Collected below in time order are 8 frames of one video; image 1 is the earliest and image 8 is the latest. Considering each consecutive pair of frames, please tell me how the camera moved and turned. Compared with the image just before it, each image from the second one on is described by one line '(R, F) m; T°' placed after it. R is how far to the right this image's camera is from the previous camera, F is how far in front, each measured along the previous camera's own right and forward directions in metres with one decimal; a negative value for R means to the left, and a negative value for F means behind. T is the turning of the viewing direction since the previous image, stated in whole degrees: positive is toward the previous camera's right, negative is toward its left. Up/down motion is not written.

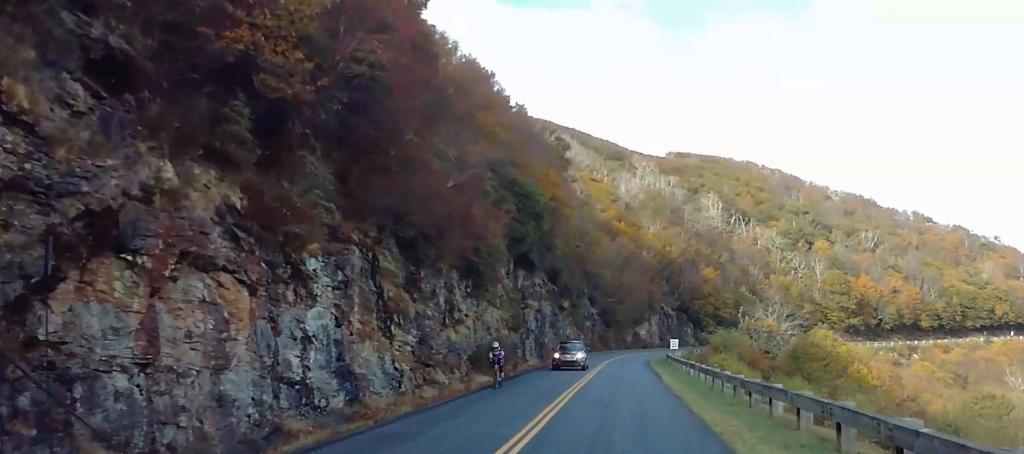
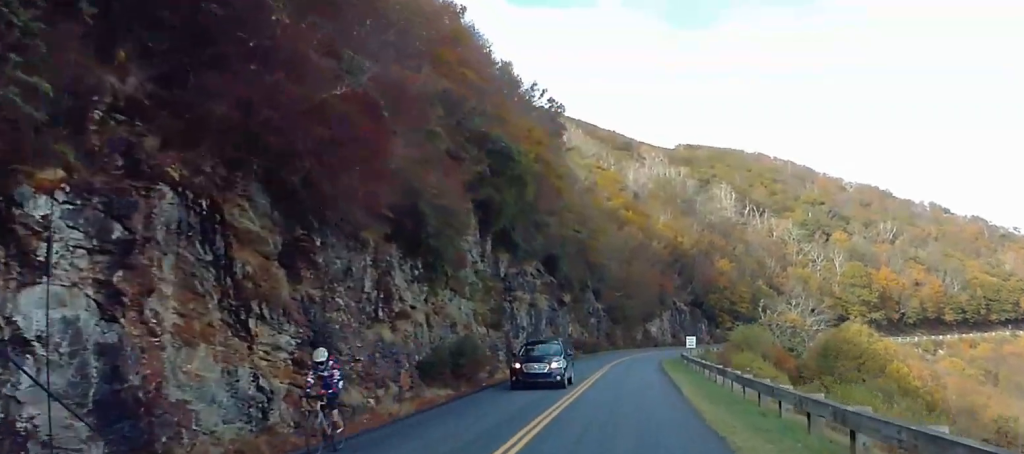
(0.0, +10.2) m; 0°
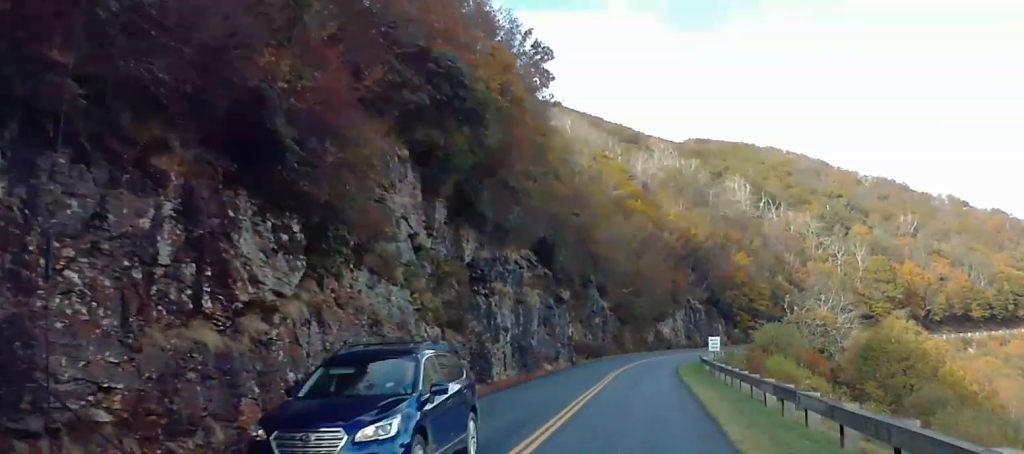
(0.0, +11.0) m; 0°
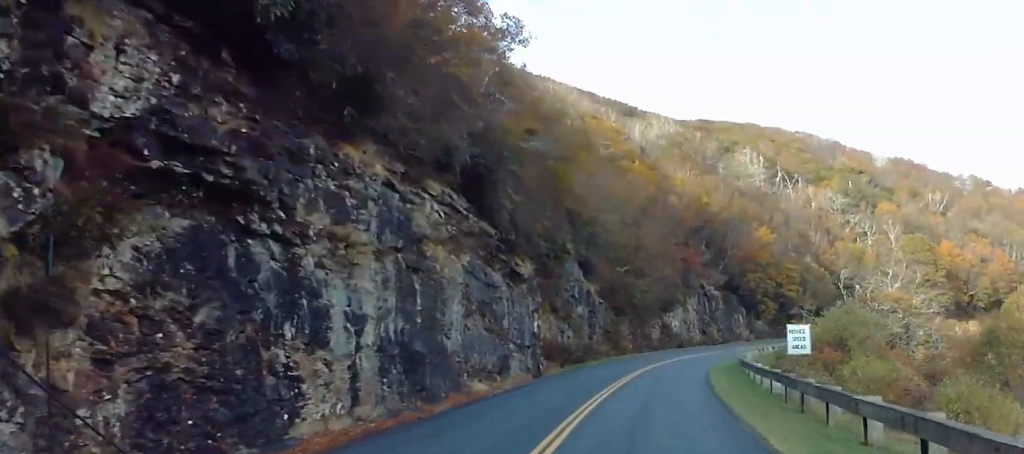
(+0.1, +24.3) m; 0°
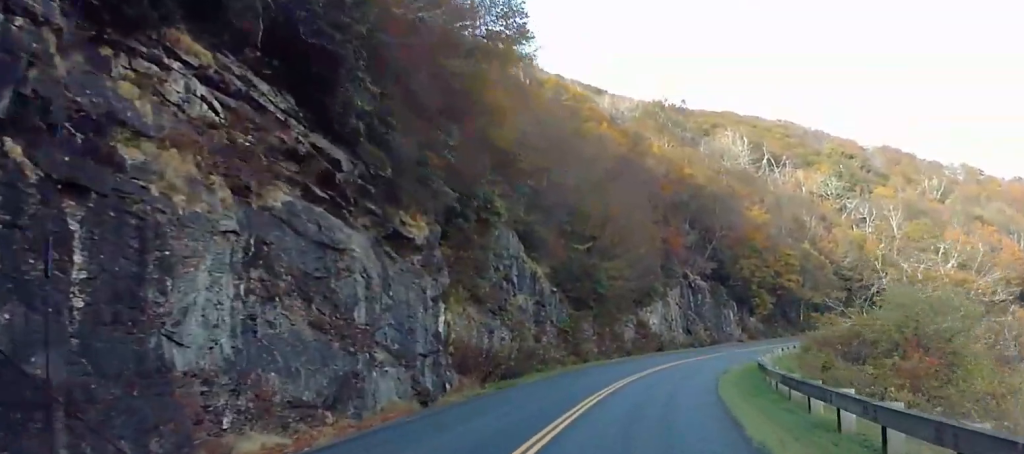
(0.0, +17.1) m; +1°
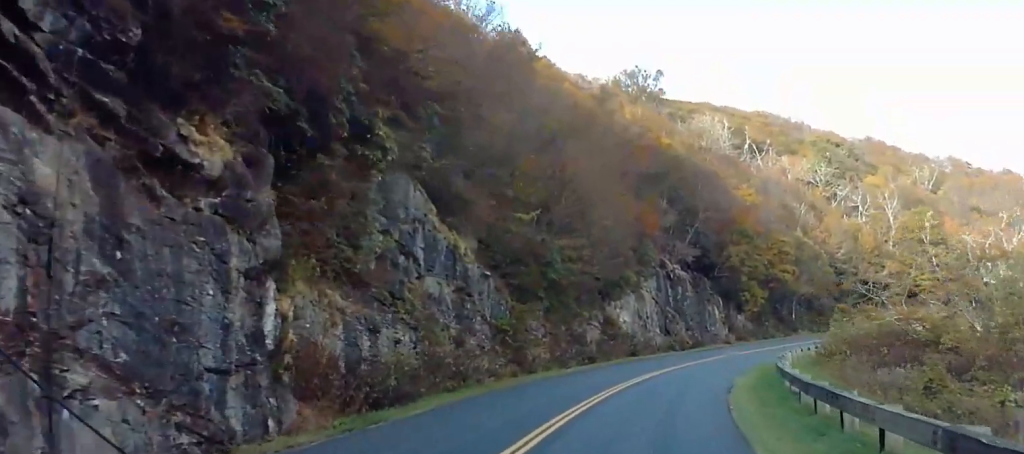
(+0.2, +12.7) m; +2°
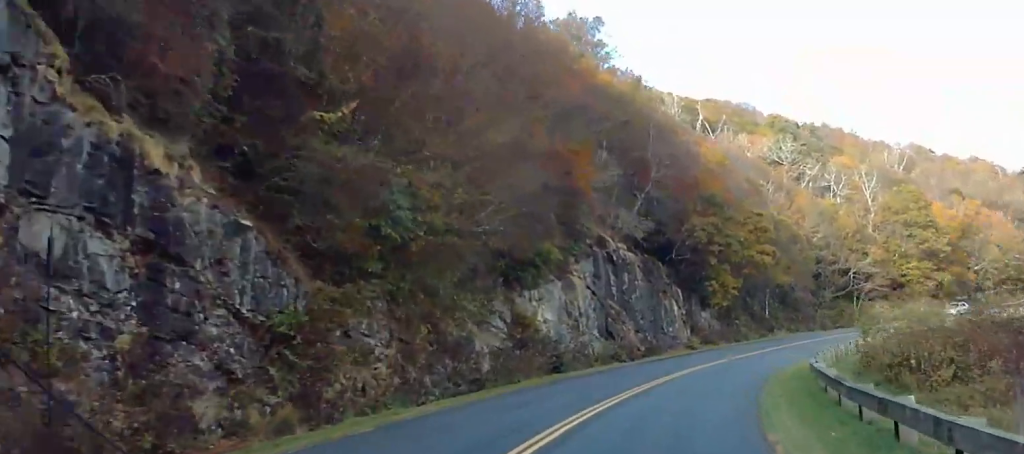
(+0.7, +18.2) m; +4°
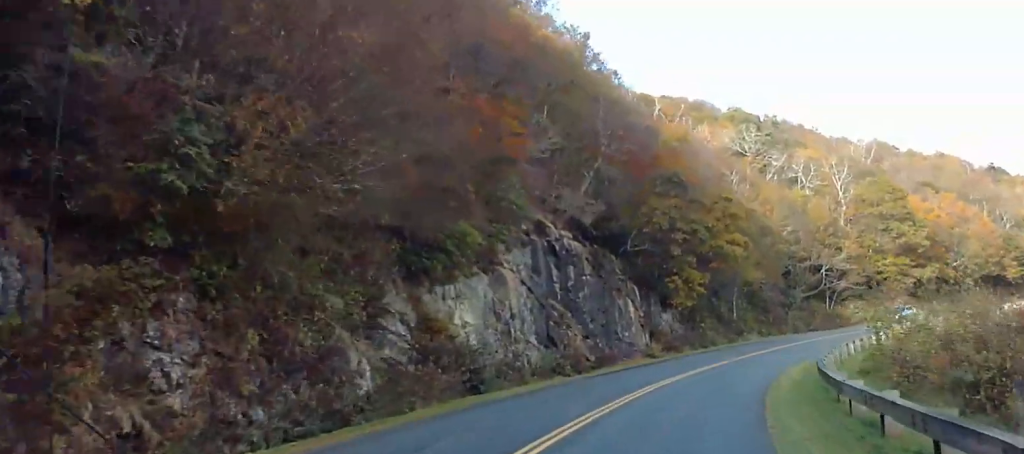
(+0.1, +8.4) m; +2°
